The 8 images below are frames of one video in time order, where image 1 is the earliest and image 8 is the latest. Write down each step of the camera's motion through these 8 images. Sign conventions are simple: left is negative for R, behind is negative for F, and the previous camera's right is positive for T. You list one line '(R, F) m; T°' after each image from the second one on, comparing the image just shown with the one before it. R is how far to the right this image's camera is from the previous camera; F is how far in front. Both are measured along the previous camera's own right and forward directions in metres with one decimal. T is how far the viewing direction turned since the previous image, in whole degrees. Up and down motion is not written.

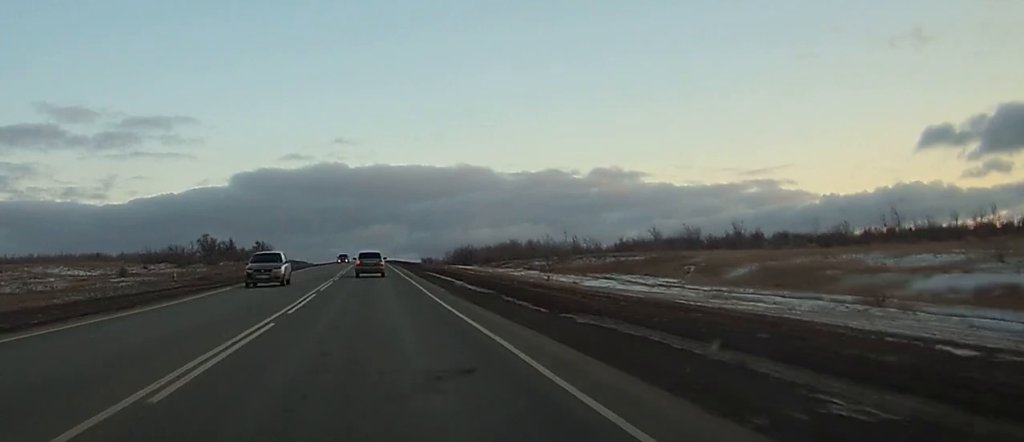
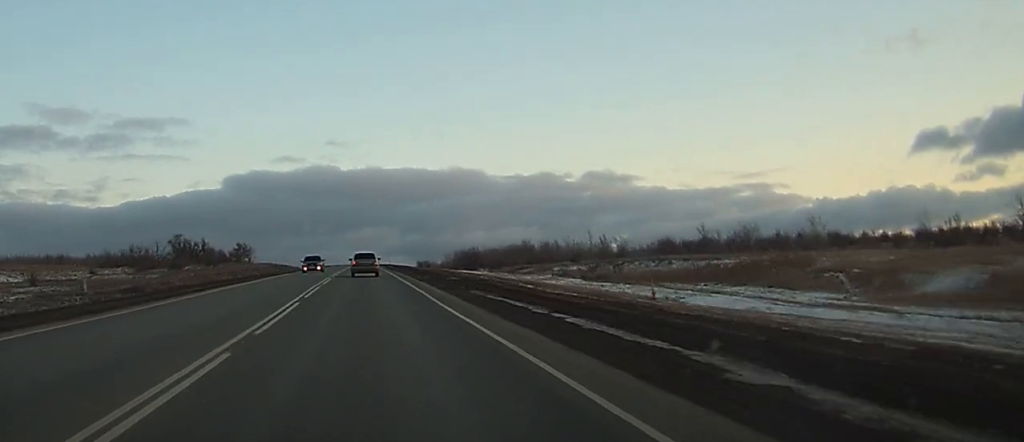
(0.0, +29.2) m; 0°
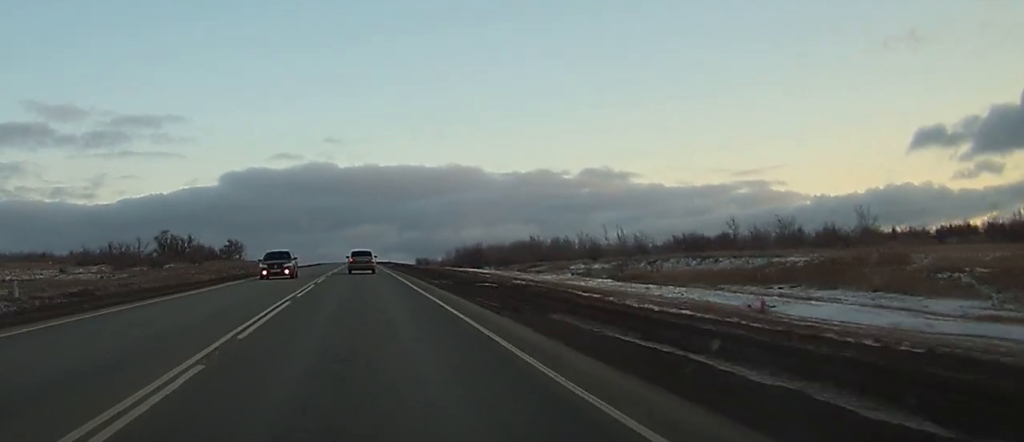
(0.0, +13.3) m; 0°
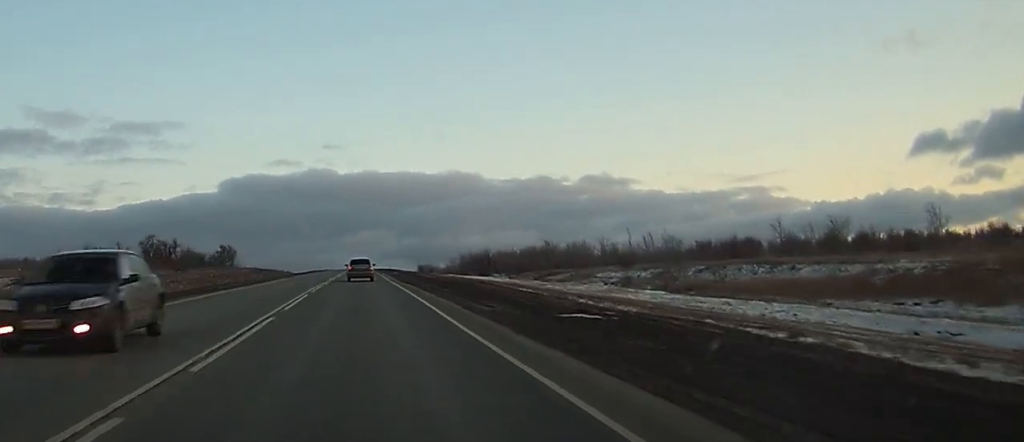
(0.0, +15.0) m; 0°
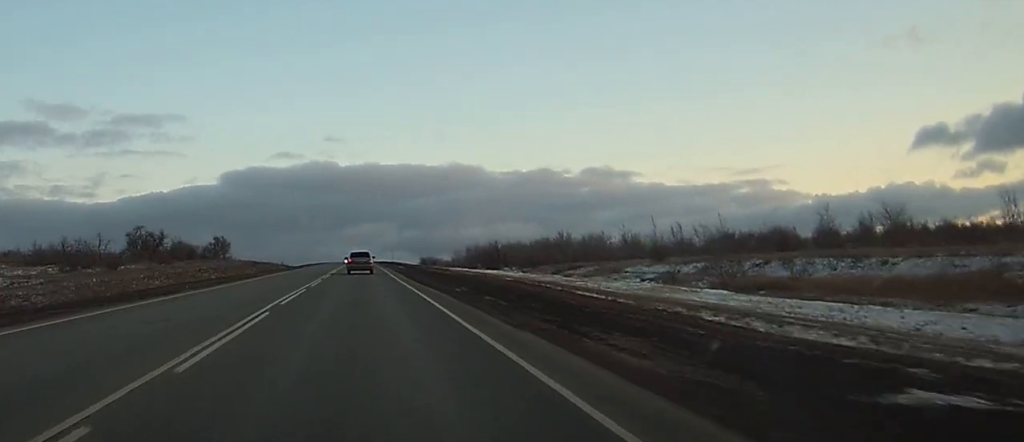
(0.0, +12.6) m; 0°
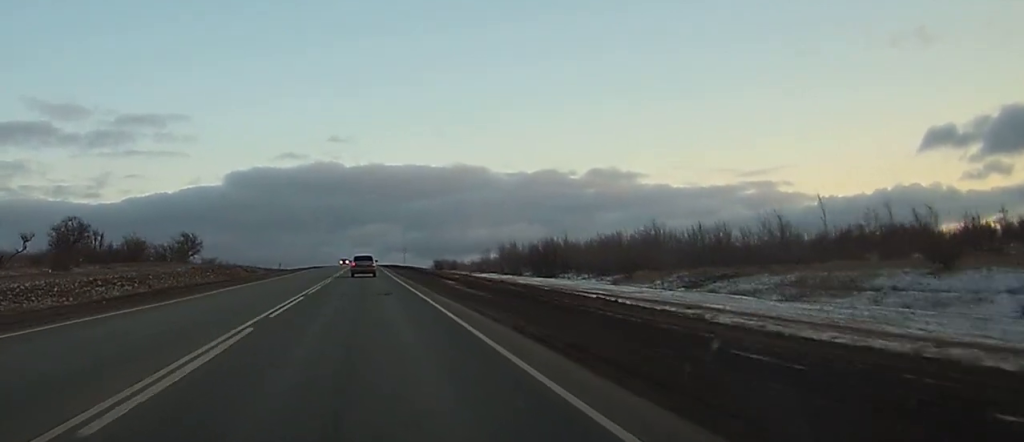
(+0.2, +51.1) m; 0°
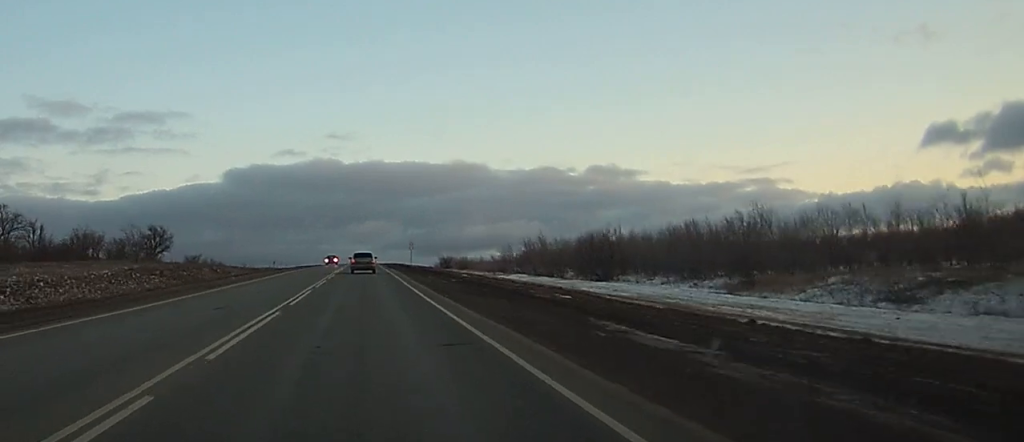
(0.0, +31.2) m; 0°
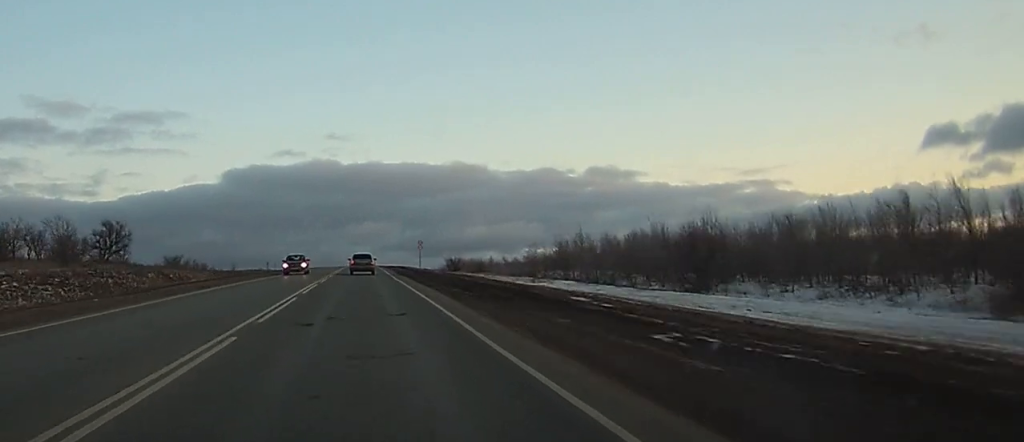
(0.0, +30.4) m; 0°
